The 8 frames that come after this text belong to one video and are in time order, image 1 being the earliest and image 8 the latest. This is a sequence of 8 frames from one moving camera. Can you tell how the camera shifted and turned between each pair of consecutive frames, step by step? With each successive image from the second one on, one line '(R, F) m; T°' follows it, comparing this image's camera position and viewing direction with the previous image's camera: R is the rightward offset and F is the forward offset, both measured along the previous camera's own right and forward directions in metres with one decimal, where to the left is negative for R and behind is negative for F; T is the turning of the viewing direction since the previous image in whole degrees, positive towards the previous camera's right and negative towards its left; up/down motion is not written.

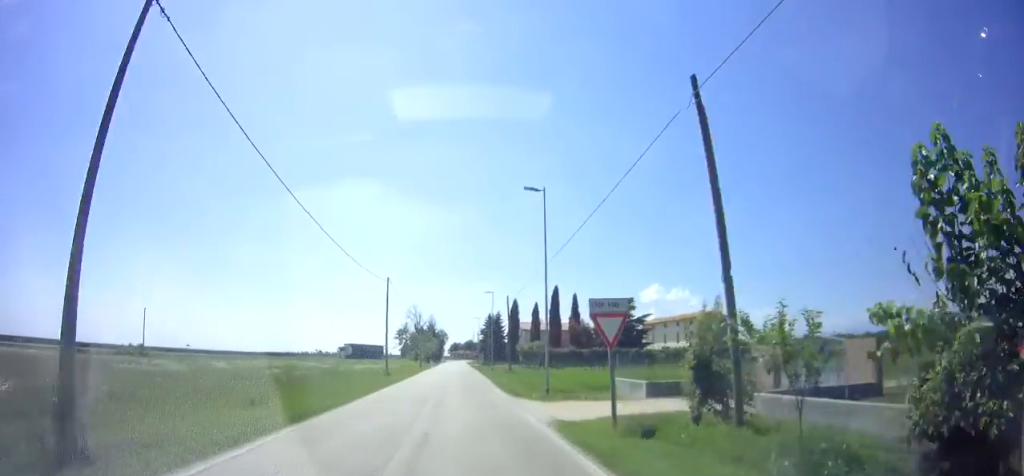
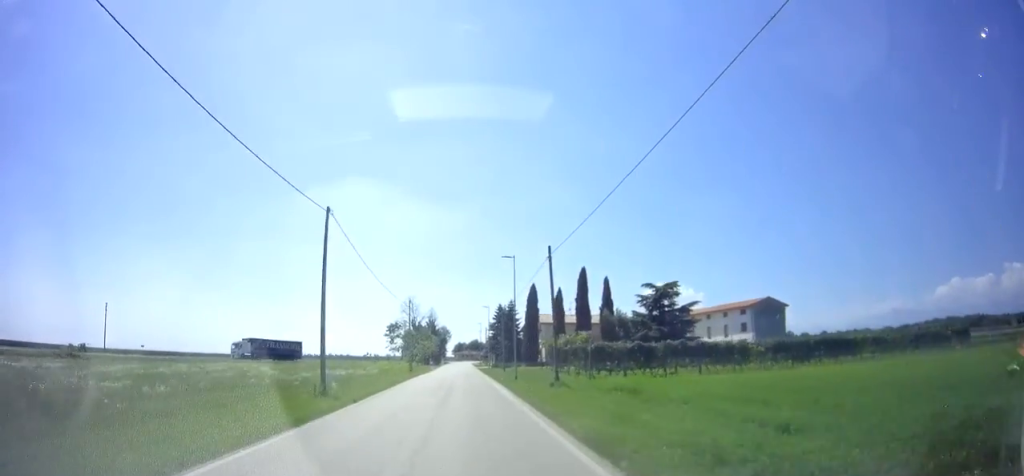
(+0.4, +18.8) m; +1°
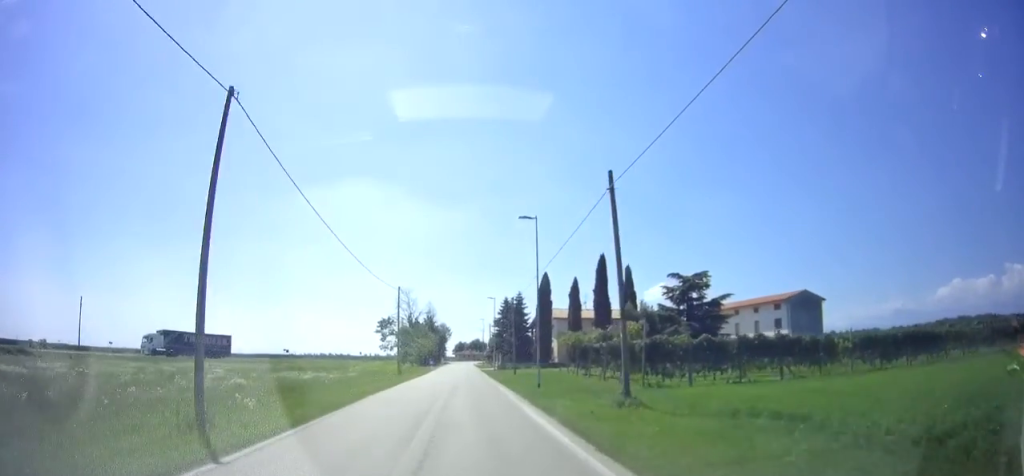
(0.0, +9.7) m; 0°
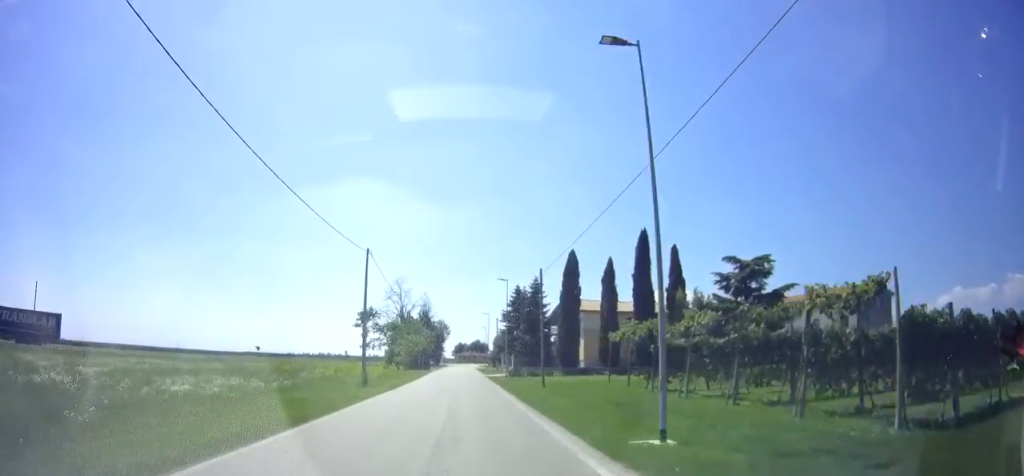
(0.0, +15.3) m; +1°
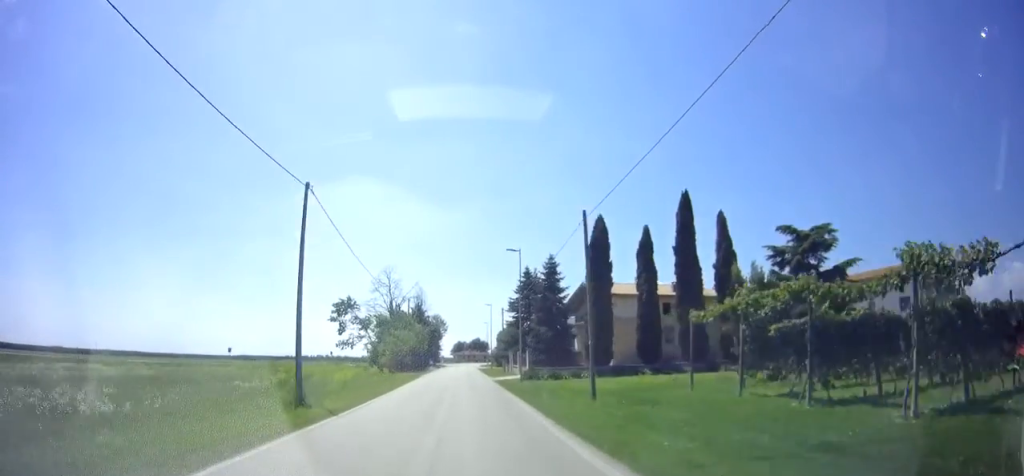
(+0.1, +10.7) m; 0°
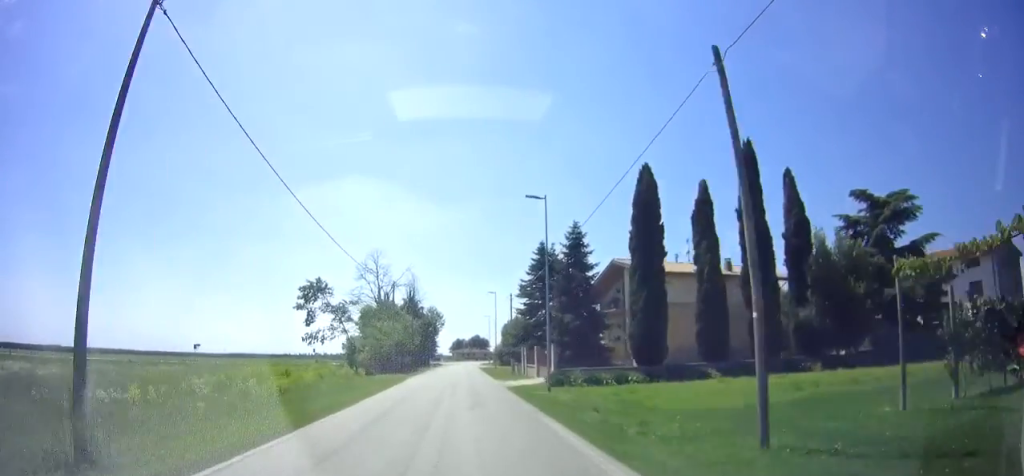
(+0.2, +10.0) m; -1°
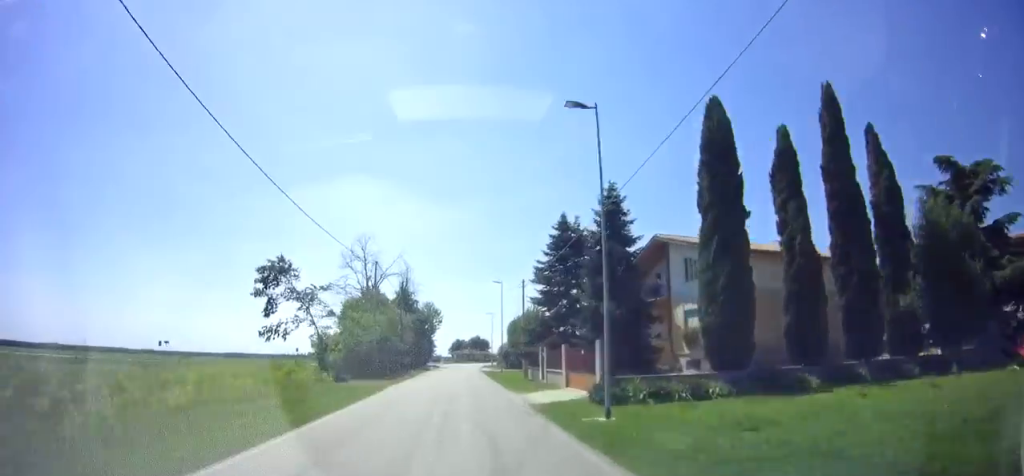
(-0.3, +7.9) m; -1°
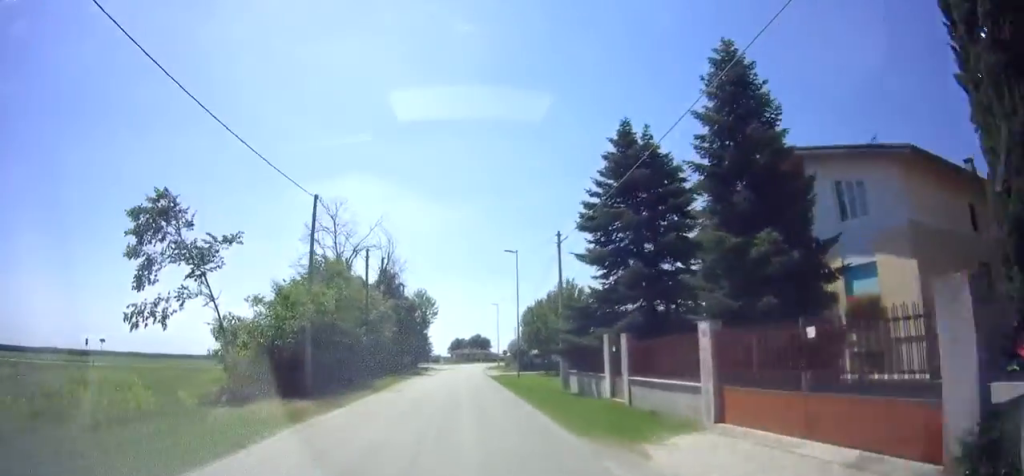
(-0.1, +12.7) m; +1°
